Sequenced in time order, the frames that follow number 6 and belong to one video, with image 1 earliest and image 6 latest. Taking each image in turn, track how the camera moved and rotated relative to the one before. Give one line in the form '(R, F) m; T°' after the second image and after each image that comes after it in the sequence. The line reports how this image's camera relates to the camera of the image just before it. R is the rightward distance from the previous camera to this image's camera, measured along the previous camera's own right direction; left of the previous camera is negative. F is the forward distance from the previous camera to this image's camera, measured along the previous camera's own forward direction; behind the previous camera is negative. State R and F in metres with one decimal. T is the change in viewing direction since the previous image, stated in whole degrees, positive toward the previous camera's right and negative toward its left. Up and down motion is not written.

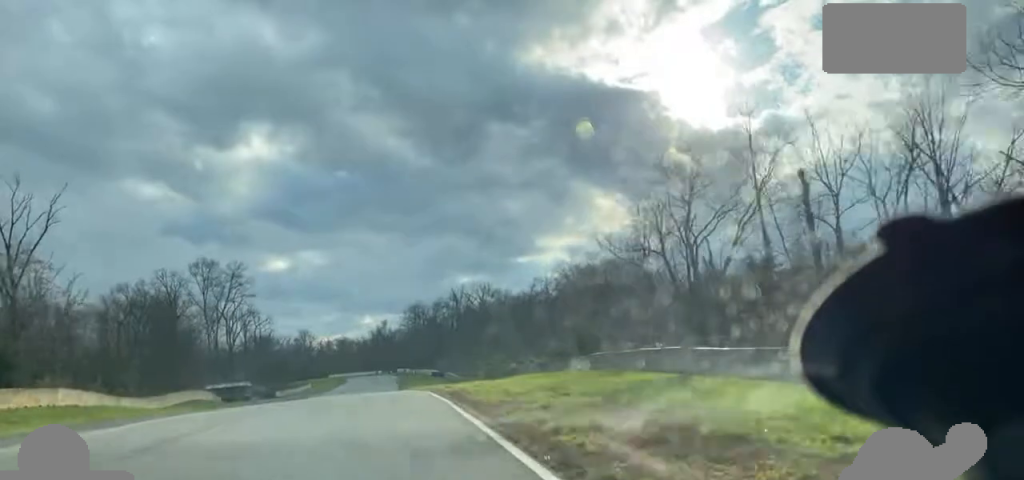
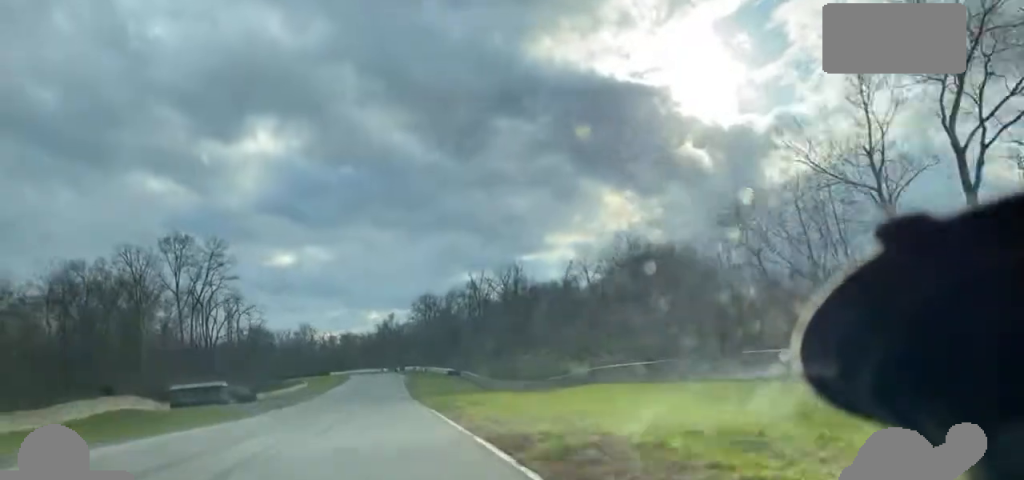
(+0.3, +26.7) m; 0°
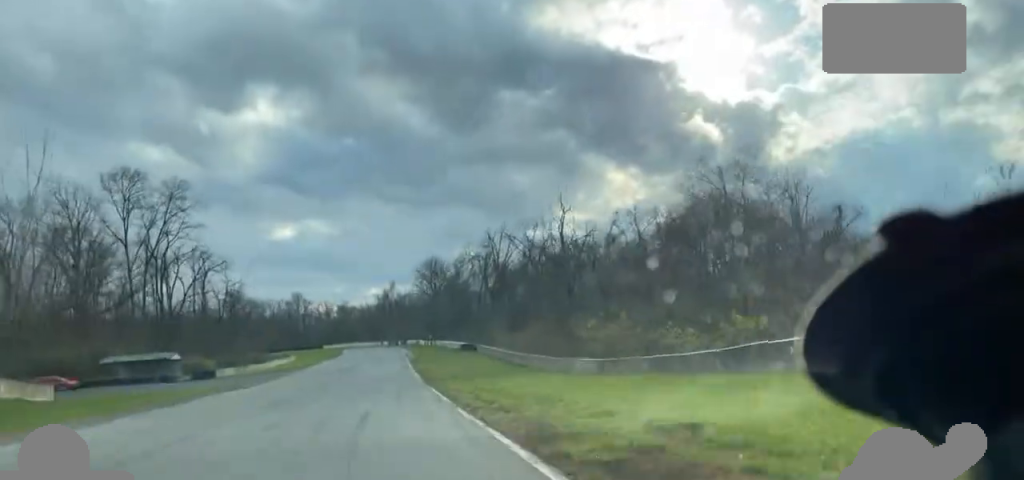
(-0.3, +26.6) m; 0°
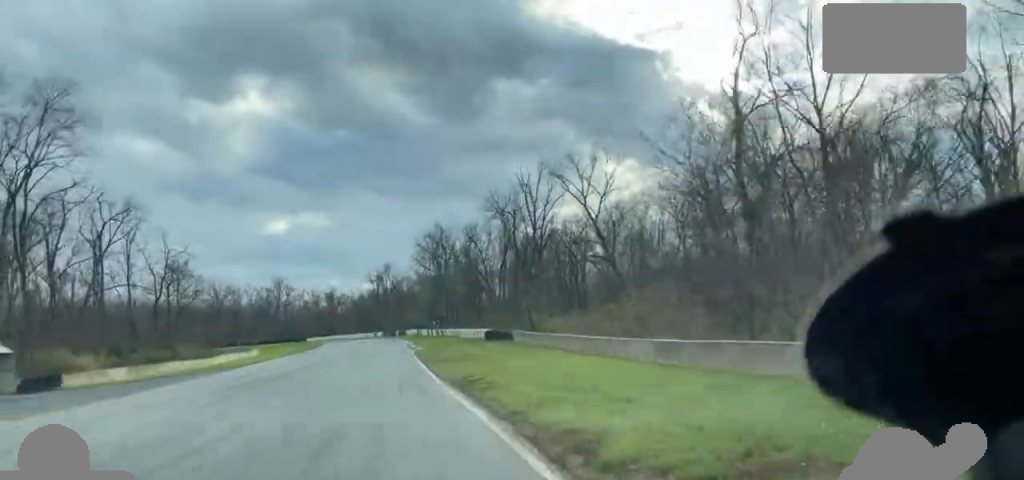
(+0.1, +36.3) m; 0°
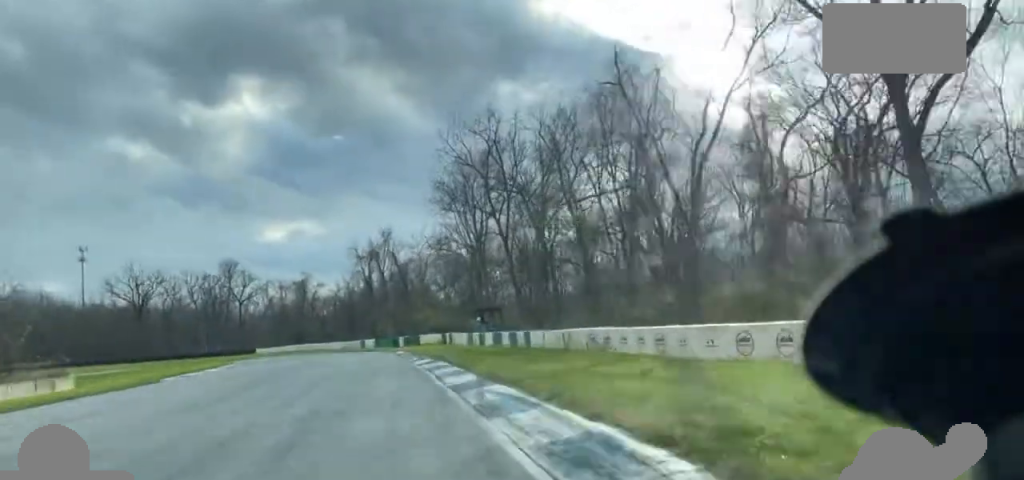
(-0.2, +67.1) m; -1°
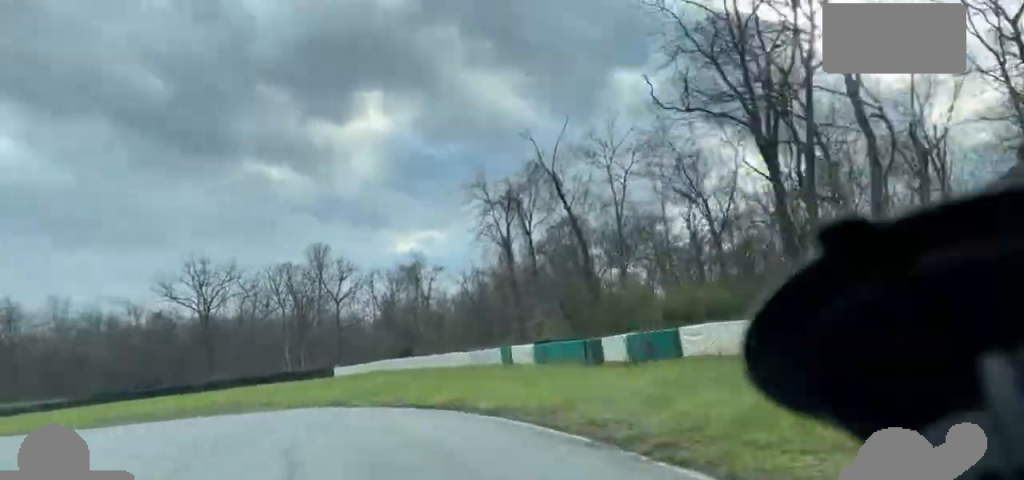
(-6.4, +54.5) m; -15°
